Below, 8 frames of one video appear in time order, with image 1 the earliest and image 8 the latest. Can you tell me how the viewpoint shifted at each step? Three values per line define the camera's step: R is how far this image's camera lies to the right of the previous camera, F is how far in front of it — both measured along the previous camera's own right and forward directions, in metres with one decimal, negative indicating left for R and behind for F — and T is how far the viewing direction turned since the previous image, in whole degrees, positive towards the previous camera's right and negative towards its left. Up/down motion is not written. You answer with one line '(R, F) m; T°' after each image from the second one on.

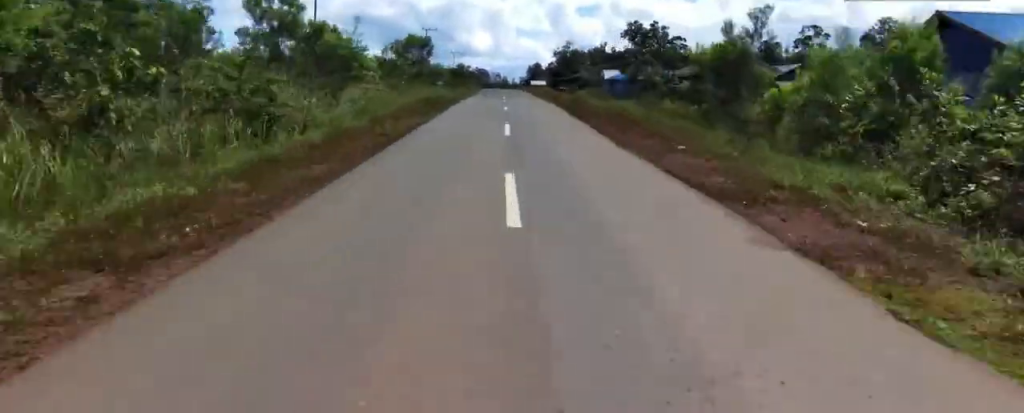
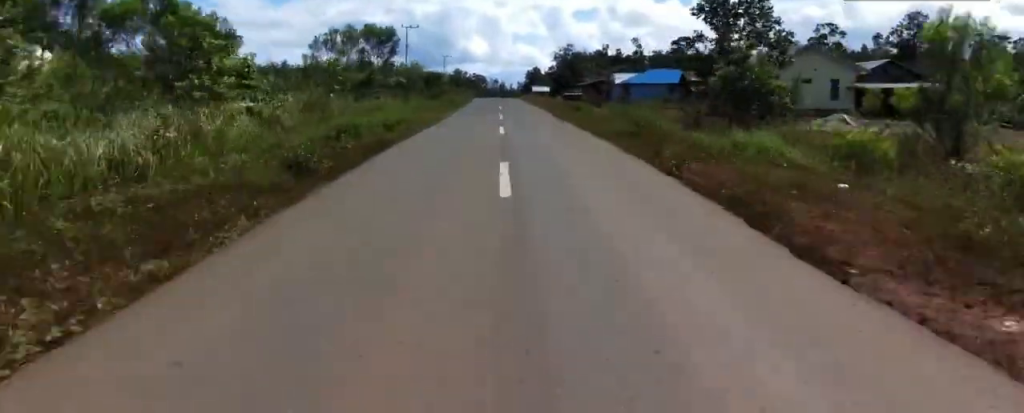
(-0.3, +15.0) m; 0°
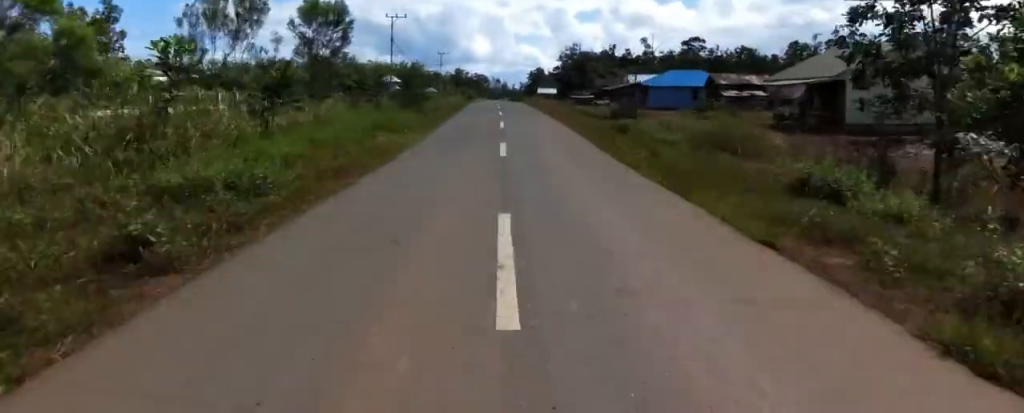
(-0.4, +11.0) m; 0°
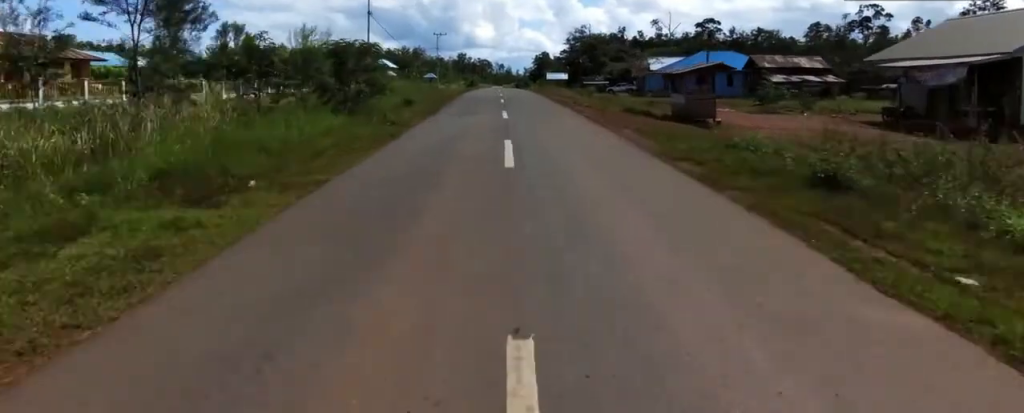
(+0.4, +12.2) m; 0°
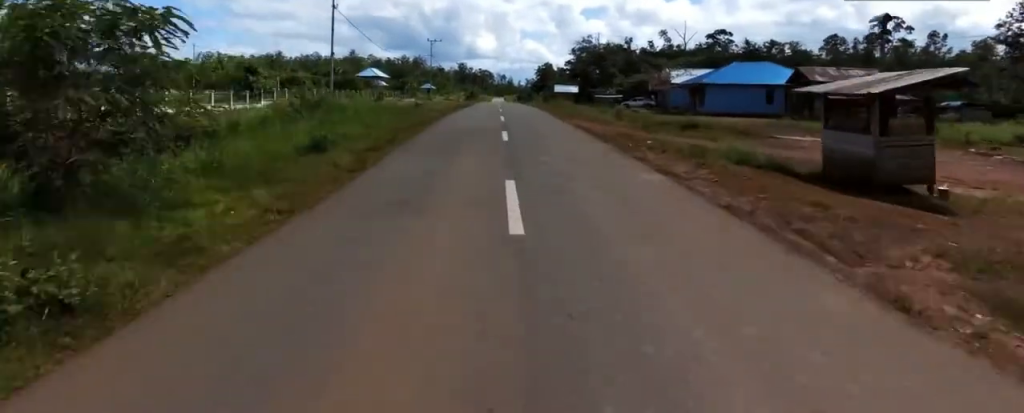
(+0.5, +10.7) m; 0°
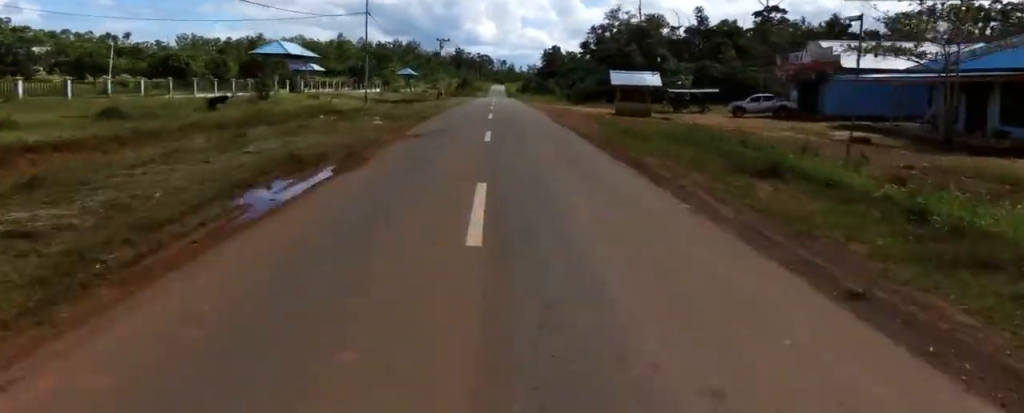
(-0.2, +40.9) m; +2°
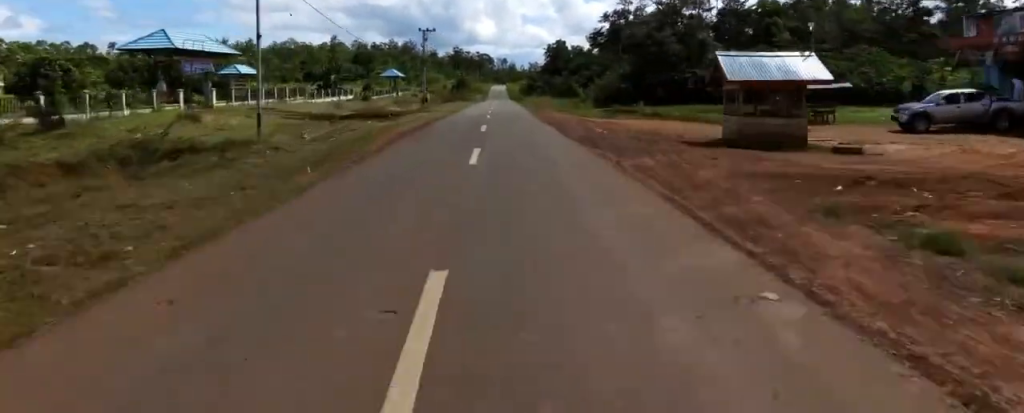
(+0.2, +19.2) m; 0°
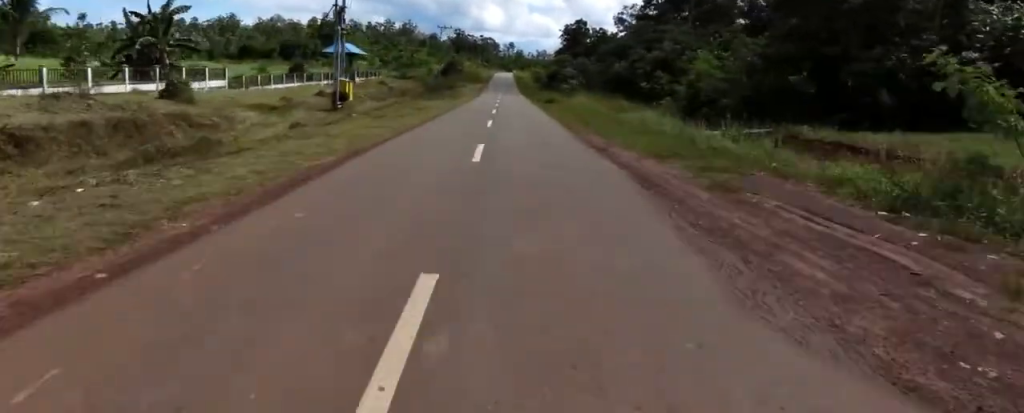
(-0.5, +39.3) m; -1°
